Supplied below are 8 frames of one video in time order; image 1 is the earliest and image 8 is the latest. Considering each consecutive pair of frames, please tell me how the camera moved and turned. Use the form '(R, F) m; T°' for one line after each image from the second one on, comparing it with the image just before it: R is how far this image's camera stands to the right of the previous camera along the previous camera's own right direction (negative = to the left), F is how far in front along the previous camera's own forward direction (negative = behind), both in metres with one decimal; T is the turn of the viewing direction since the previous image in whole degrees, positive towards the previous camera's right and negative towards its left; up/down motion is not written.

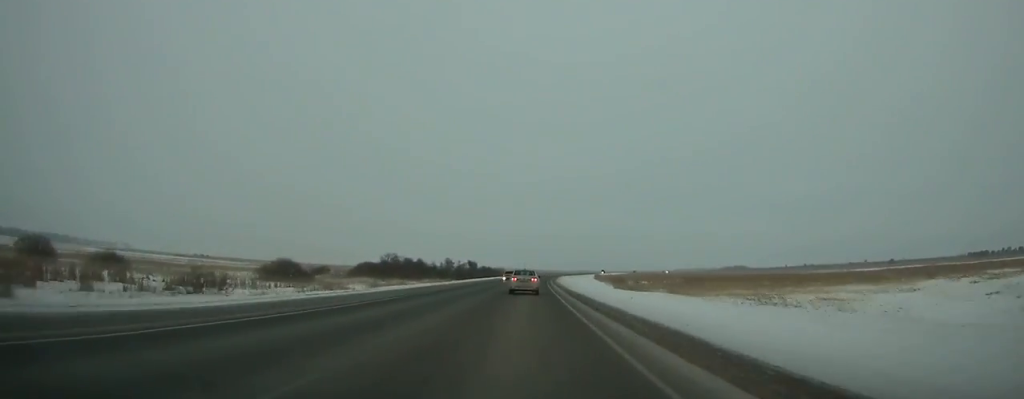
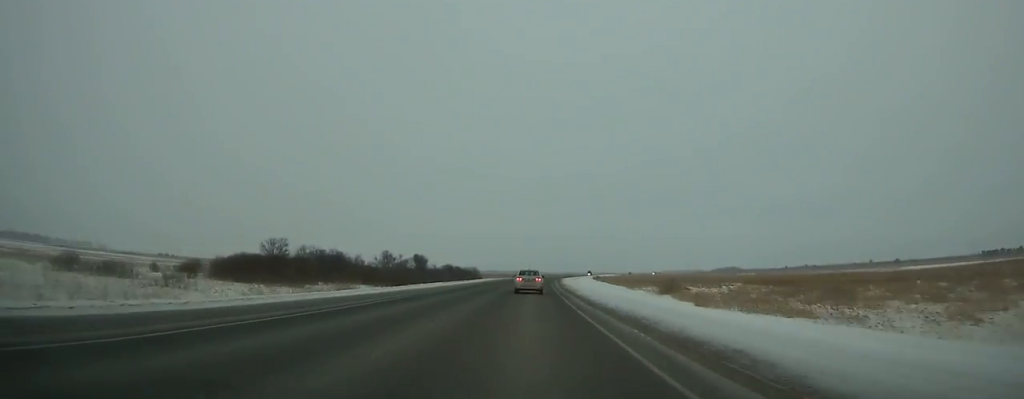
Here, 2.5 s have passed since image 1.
(+1.3, +62.3) m; +2°
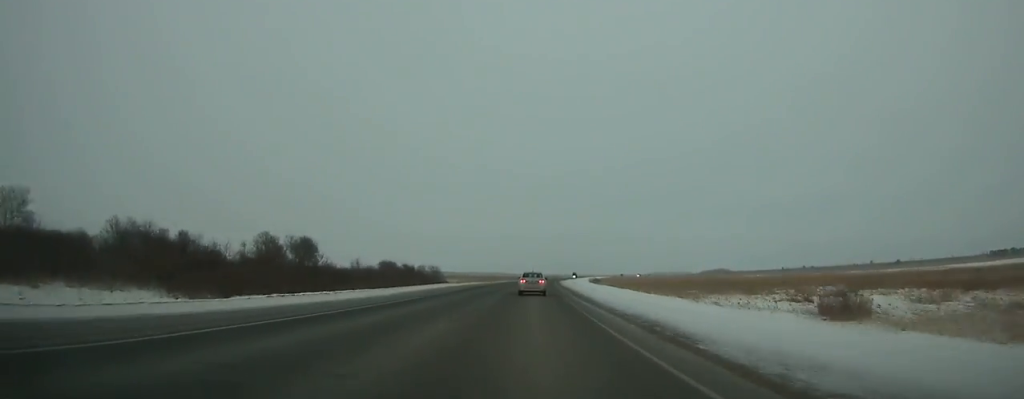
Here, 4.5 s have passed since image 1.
(+0.9, +50.2) m; +1°
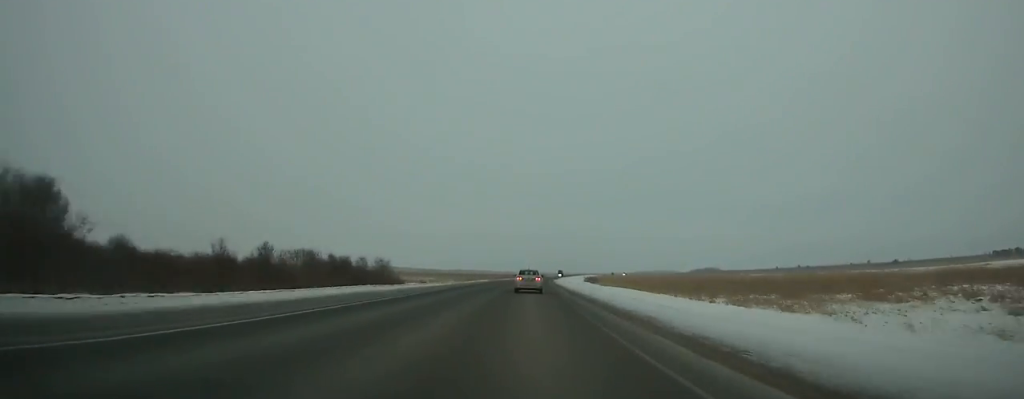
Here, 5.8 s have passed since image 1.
(+0.2, +32.7) m; +1°
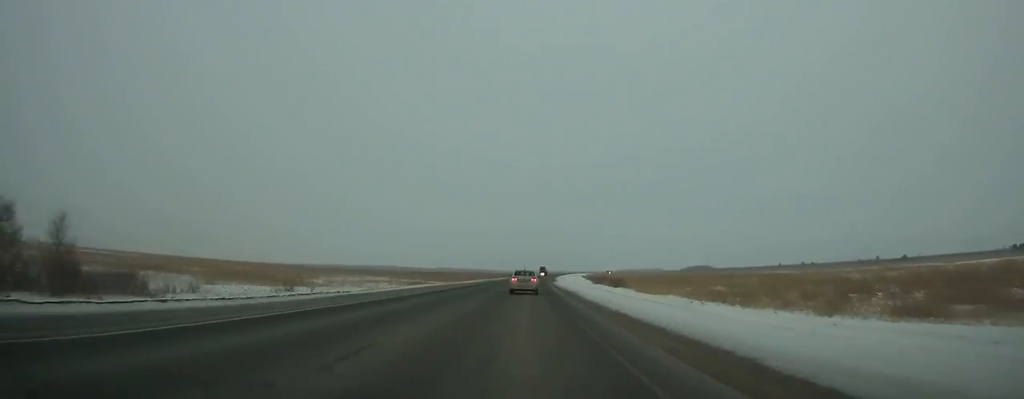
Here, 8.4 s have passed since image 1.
(+0.8, +65.8) m; +1°
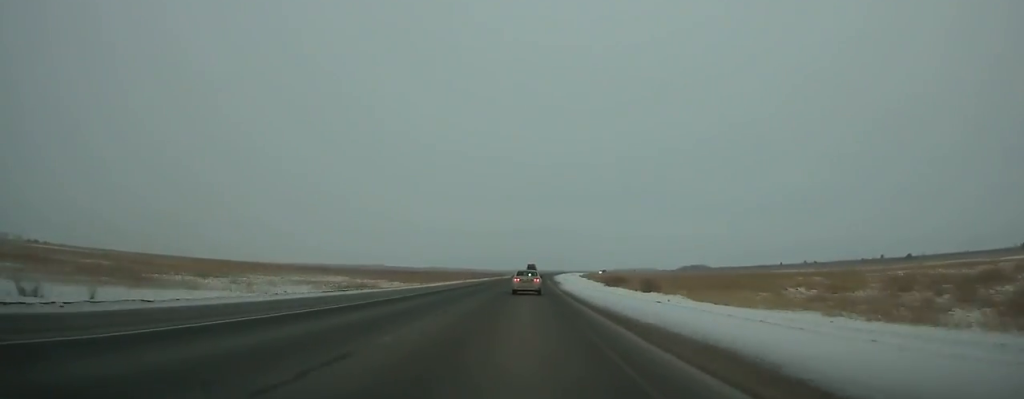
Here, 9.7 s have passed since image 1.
(+0.1, +33.0) m; +1°
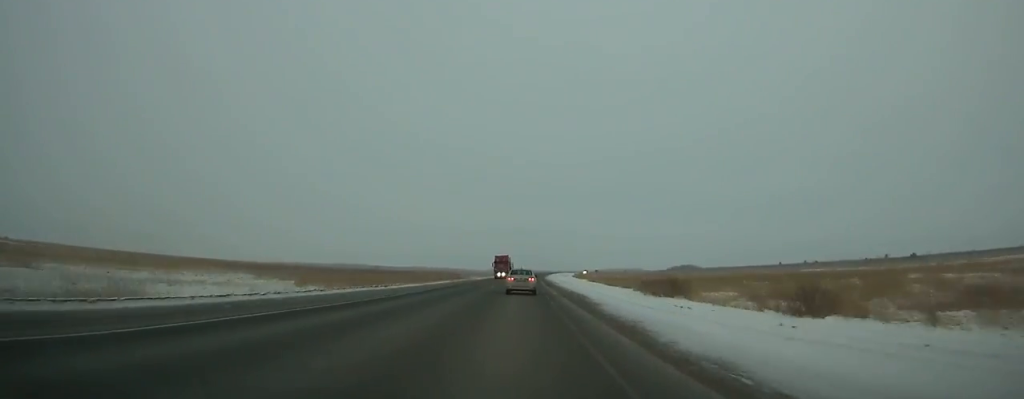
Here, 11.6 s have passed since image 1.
(+0.5, +48.2) m; +1°
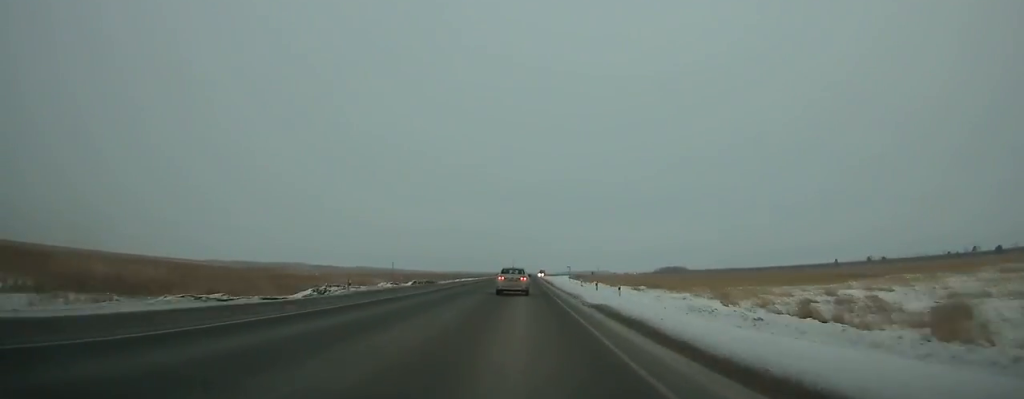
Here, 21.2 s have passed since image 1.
(+9.3, +238.1) m; +4°
